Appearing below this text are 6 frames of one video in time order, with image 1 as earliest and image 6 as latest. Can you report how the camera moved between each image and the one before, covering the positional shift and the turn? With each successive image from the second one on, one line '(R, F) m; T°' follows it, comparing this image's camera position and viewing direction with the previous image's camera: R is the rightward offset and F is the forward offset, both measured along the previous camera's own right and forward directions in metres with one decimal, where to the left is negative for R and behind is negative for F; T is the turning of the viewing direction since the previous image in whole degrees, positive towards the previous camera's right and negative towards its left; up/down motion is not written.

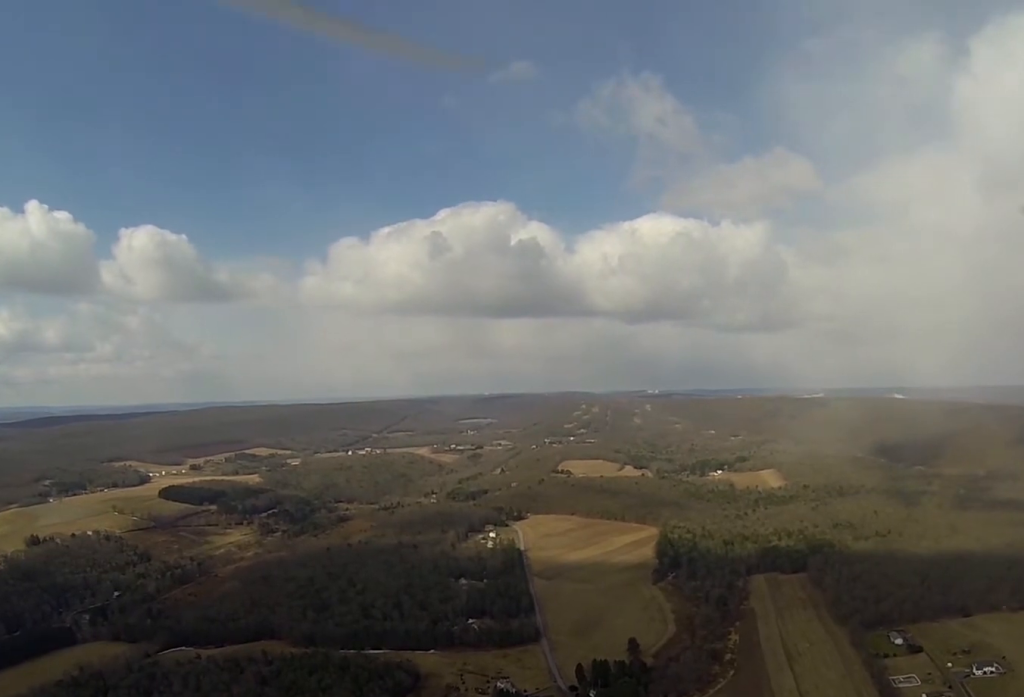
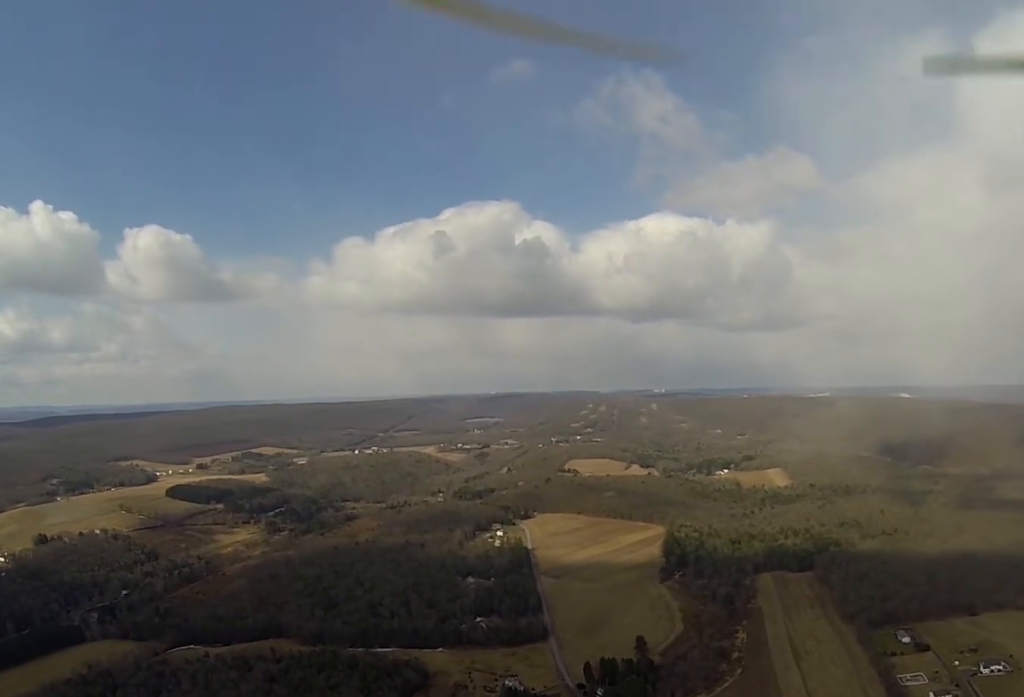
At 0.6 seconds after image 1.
(0.0, +2.3) m; 0°
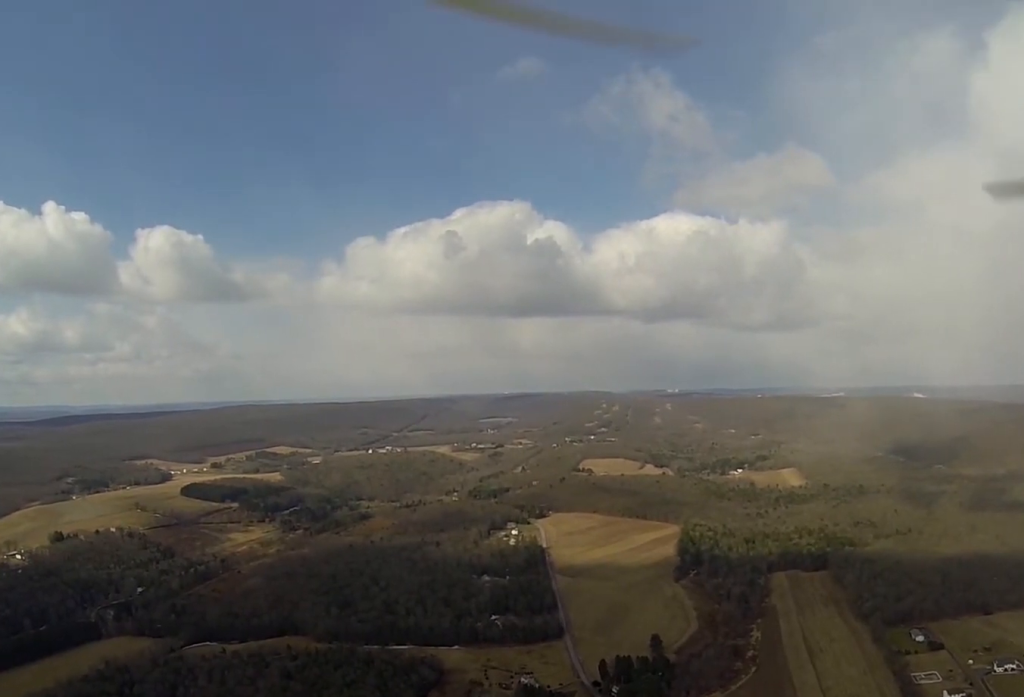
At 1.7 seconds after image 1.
(0.0, +3.9) m; +1°
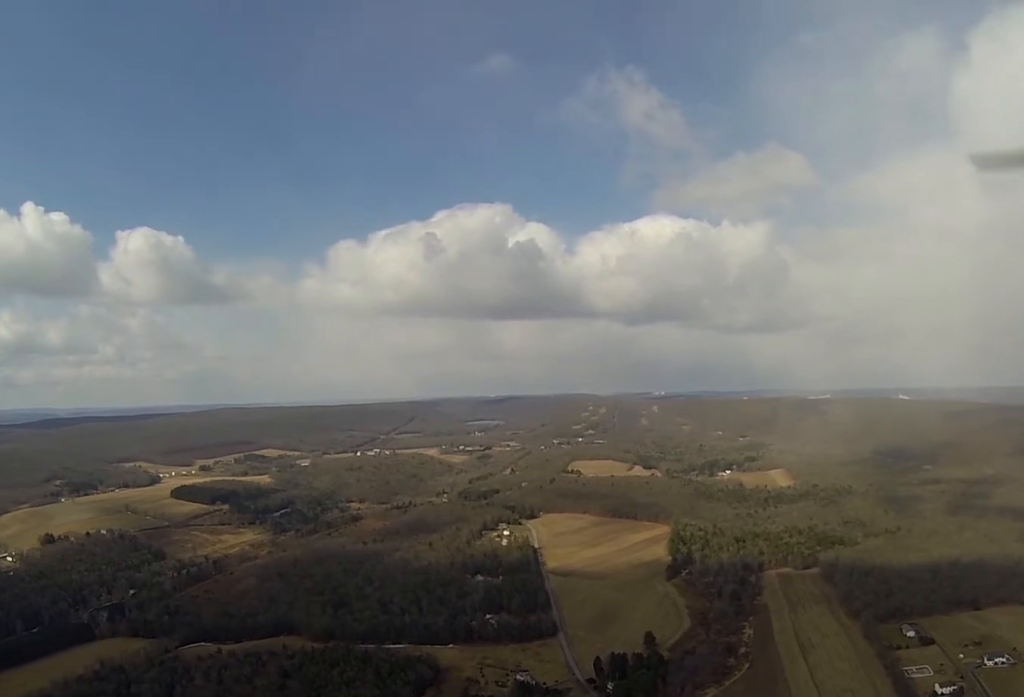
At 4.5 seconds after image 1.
(0.0, +8.9) m; 0°
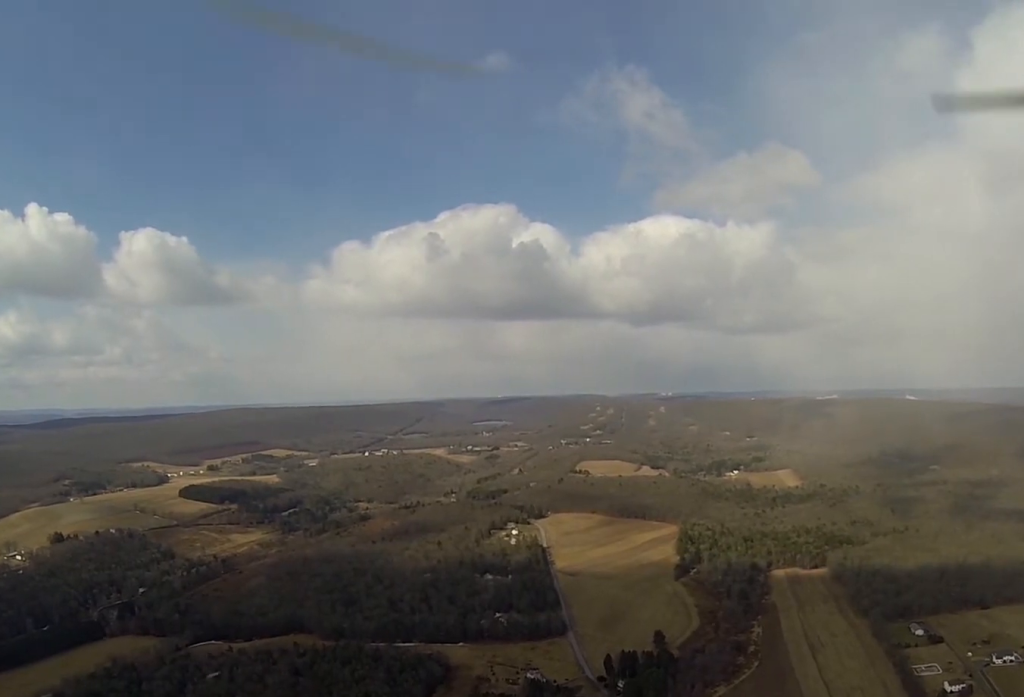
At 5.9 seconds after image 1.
(0.0, +4.2) m; +1°
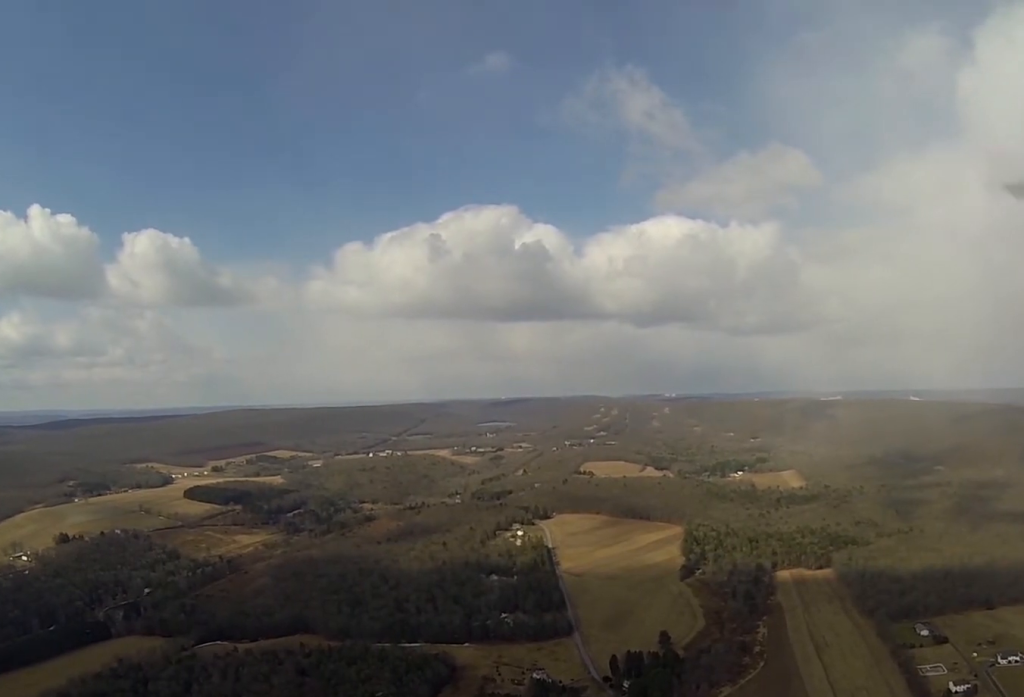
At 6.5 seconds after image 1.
(0.0, +1.8) m; 0°
